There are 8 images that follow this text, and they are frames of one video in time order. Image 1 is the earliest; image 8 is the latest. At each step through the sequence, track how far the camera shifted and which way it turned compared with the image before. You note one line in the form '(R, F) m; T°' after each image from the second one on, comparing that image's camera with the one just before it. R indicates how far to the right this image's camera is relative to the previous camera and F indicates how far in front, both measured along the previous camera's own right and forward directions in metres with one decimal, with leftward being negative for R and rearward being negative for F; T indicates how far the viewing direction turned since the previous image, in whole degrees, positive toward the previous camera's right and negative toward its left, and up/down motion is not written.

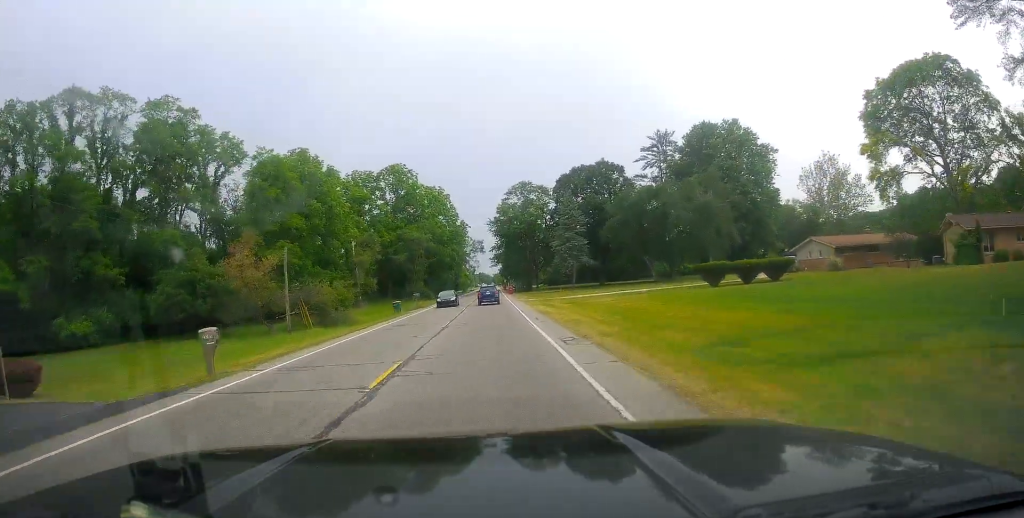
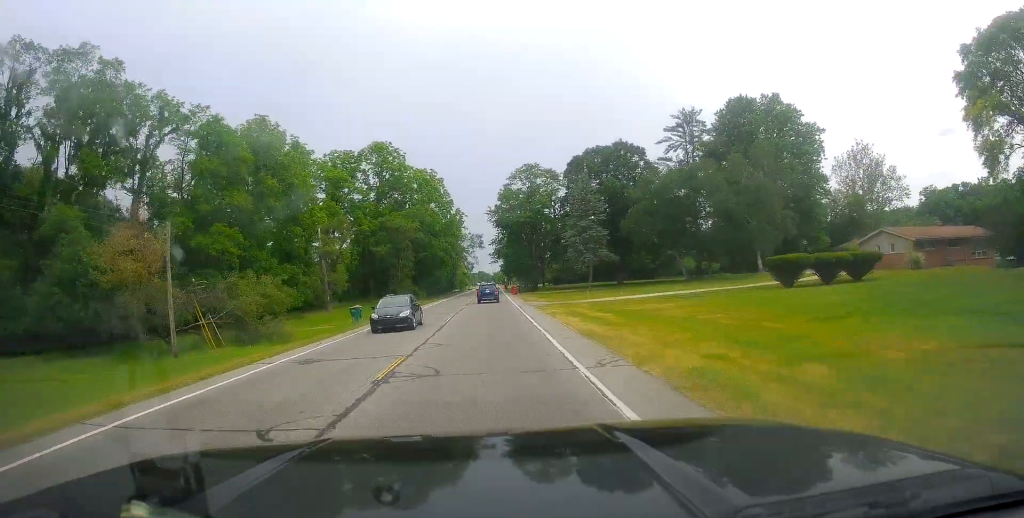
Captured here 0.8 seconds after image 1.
(-0.1, +14.8) m; 0°
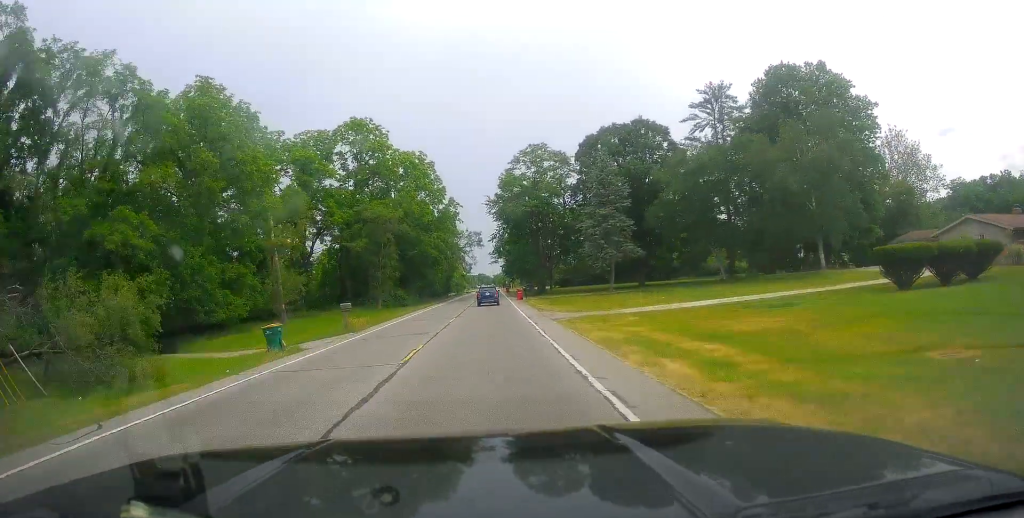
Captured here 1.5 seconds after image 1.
(-0.1, +13.6) m; 0°
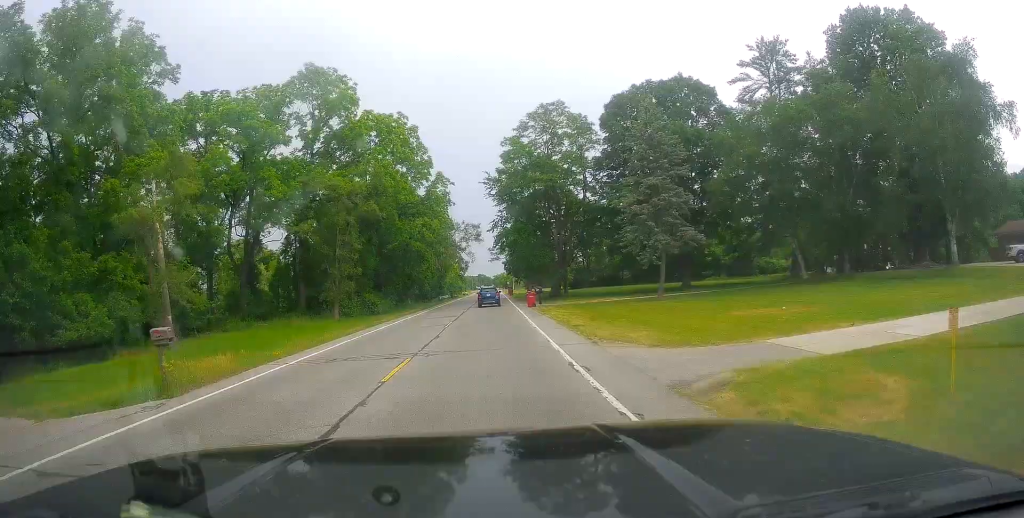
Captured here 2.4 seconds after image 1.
(+0.1, +18.0) m; -1°
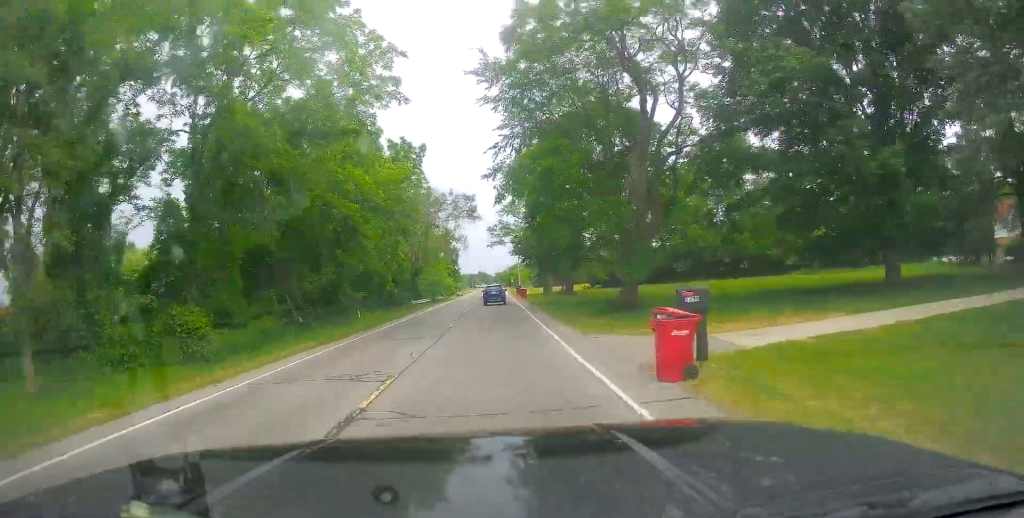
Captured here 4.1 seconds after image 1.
(0.0, +32.7) m; 0°
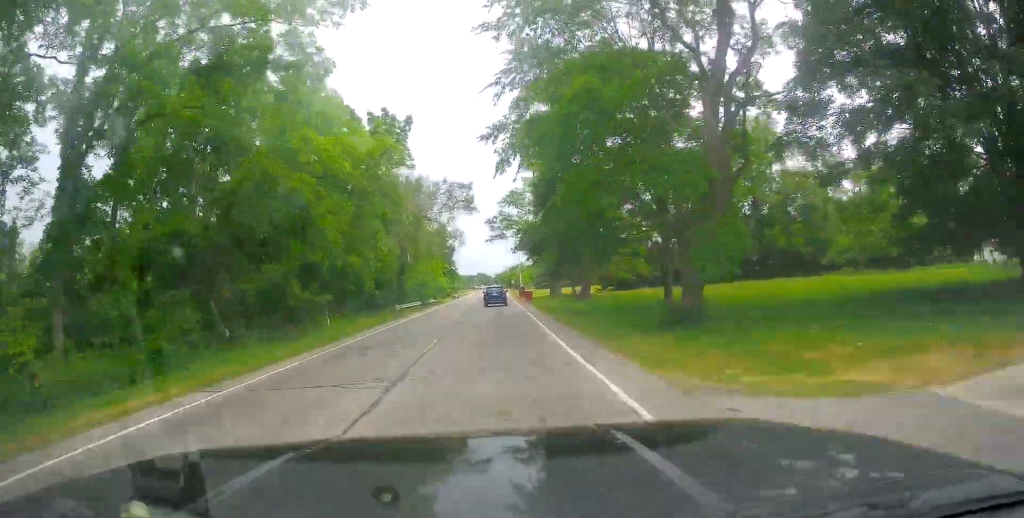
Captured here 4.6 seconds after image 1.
(-0.3, +9.5) m; 0°
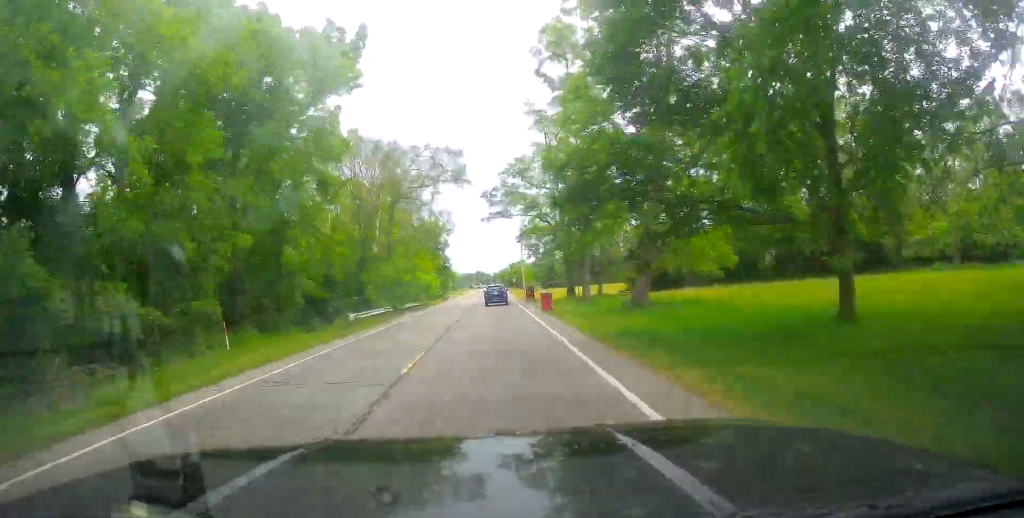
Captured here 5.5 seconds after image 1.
(-0.2, +16.5) m; 0°
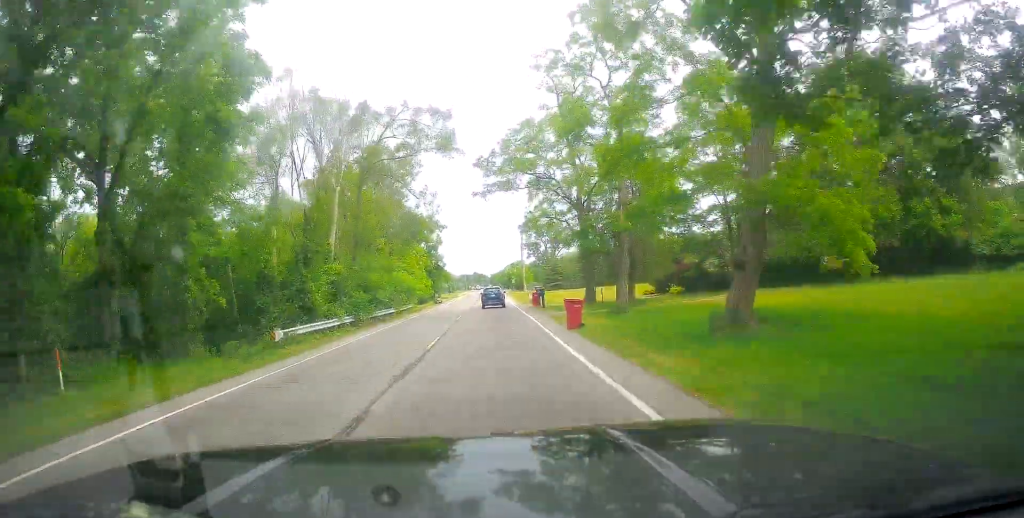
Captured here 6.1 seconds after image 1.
(+0.4, +11.4) m; +1°
